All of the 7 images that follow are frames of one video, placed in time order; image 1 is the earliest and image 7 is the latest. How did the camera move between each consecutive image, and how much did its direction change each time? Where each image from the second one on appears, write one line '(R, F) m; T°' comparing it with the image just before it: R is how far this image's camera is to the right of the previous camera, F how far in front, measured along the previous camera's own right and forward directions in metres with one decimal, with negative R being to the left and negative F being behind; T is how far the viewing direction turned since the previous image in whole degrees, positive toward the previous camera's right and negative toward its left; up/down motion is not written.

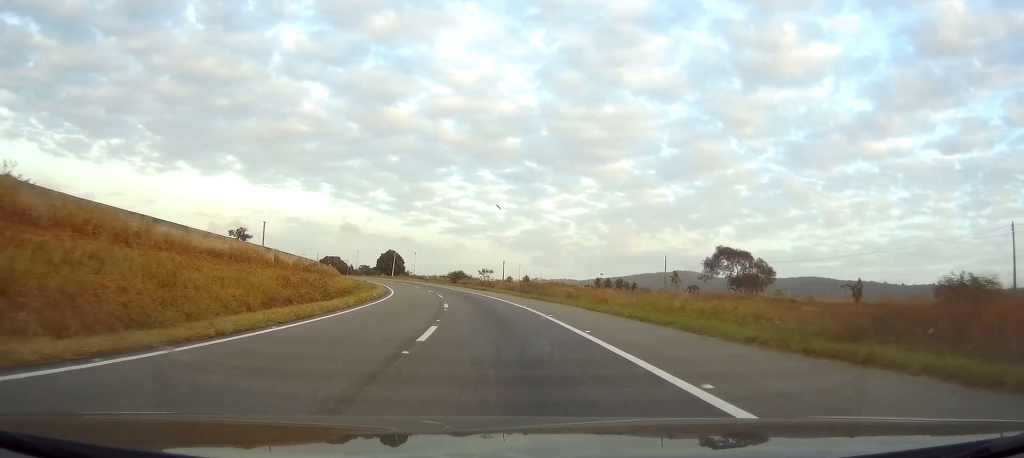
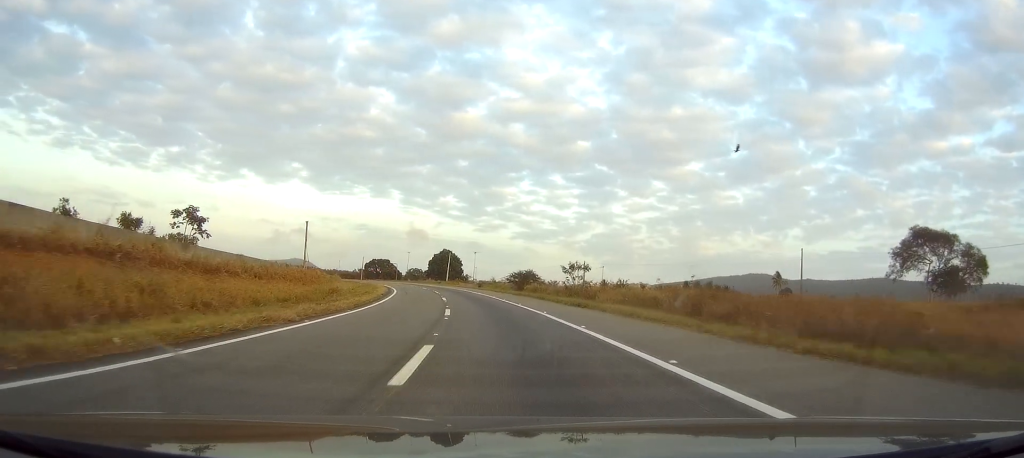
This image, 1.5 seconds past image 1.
(-1.9, +37.8) m; -6°
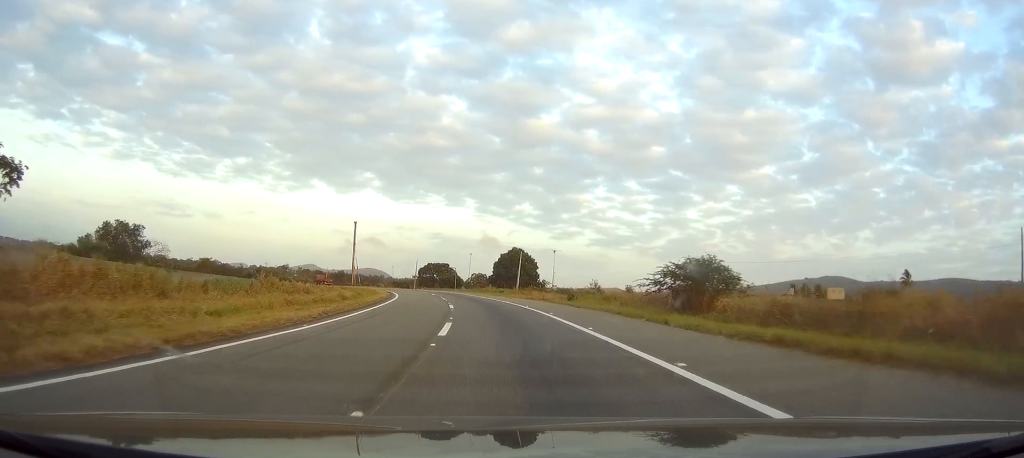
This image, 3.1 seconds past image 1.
(-2.2, +40.7) m; -6°
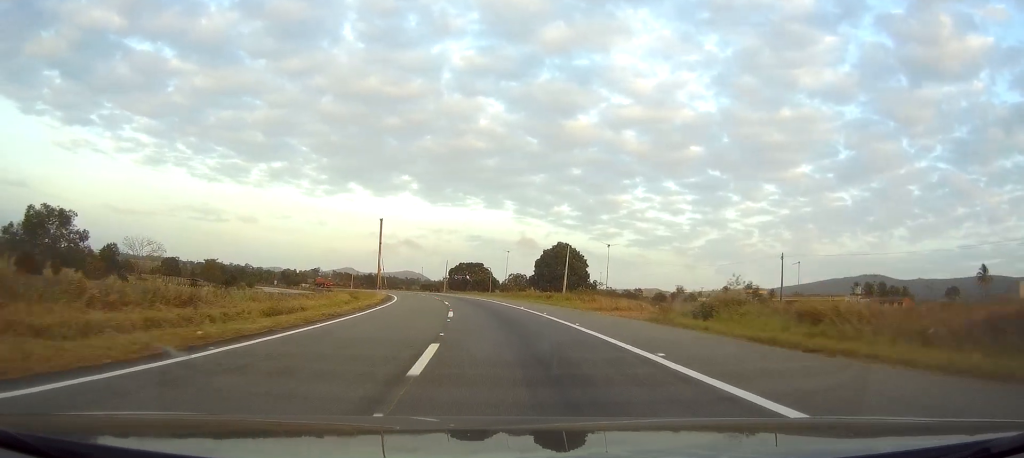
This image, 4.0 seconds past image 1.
(-0.6, +22.4) m; -3°
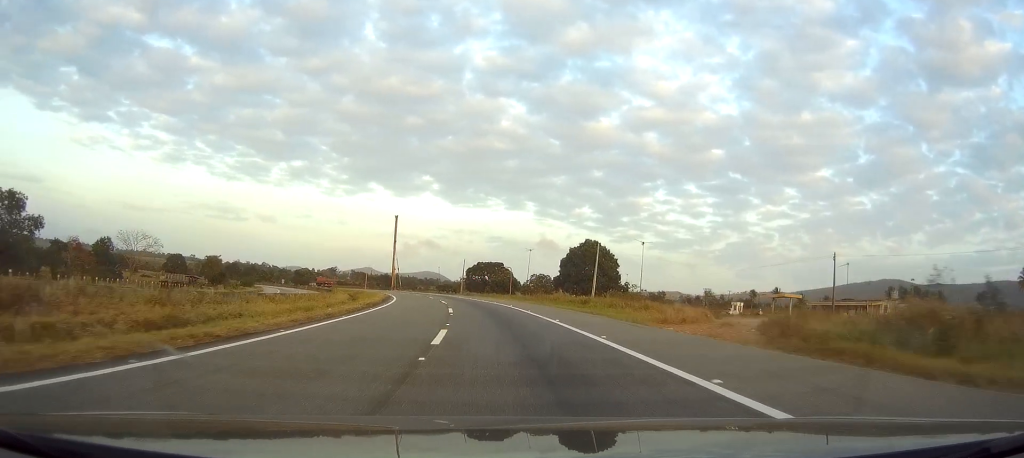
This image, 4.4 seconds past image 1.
(-0.4, +11.4) m; -2°
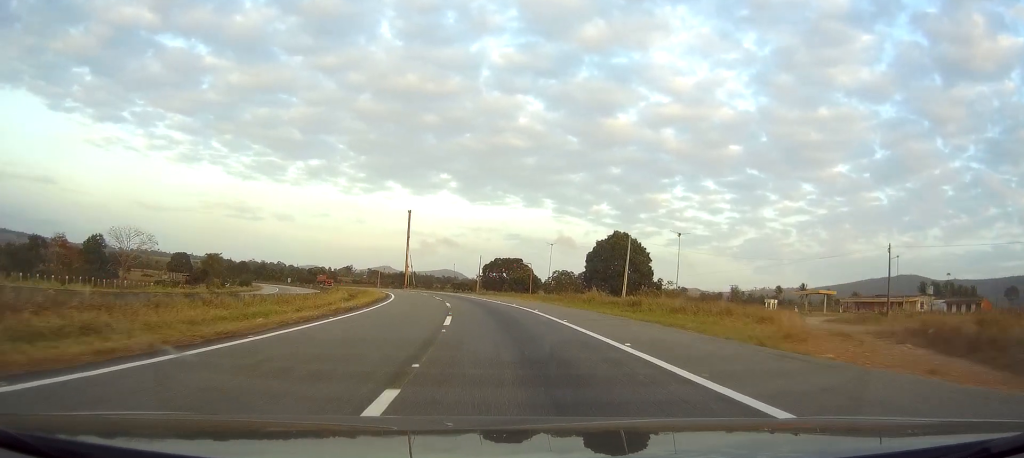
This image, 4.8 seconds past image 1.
(0.0, +10.5) m; -2°
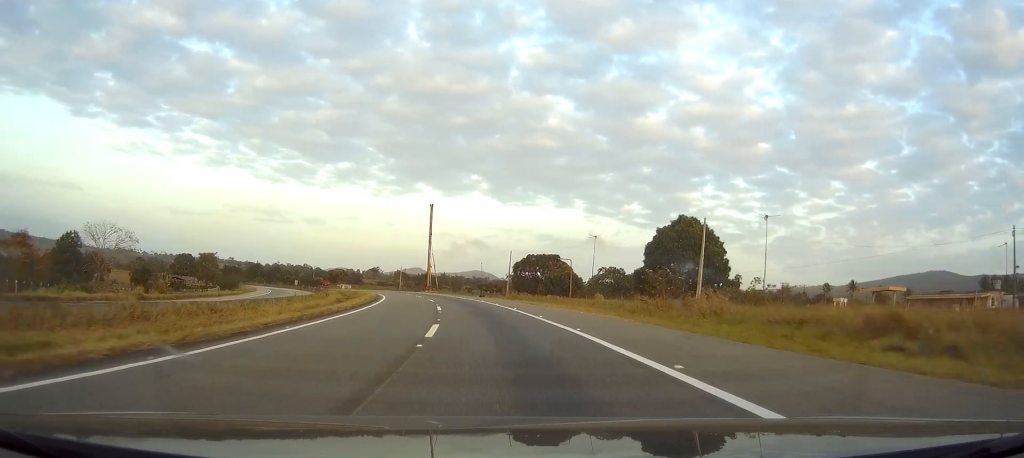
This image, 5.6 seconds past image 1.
(-0.7, +20.4) m; -3°
